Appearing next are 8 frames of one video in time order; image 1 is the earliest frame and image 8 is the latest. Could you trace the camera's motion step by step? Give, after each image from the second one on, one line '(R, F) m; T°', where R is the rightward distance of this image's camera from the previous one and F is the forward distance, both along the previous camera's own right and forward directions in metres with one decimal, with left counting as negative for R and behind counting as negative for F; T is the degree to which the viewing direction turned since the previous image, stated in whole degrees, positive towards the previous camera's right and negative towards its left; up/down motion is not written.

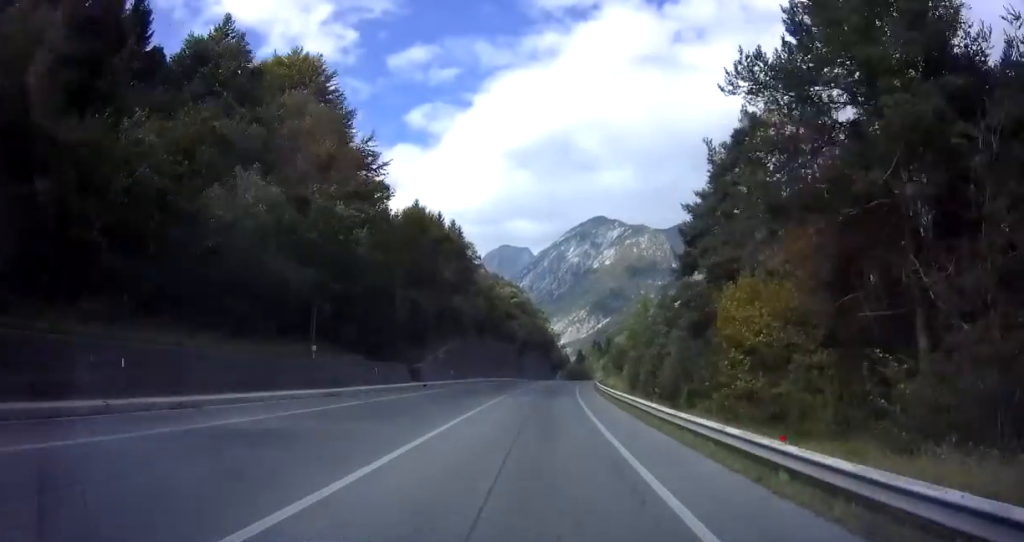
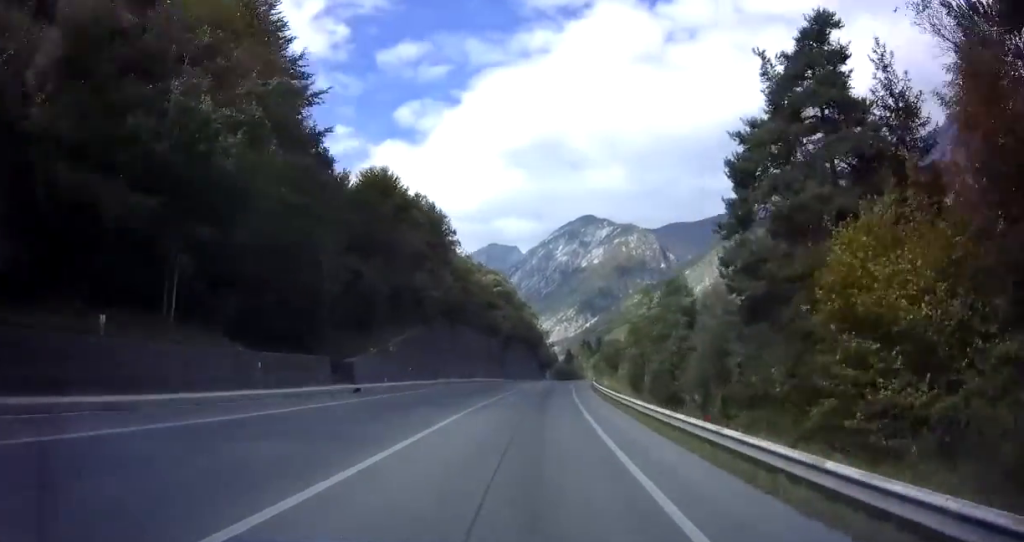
(+0.1, +11.2) m; +1°
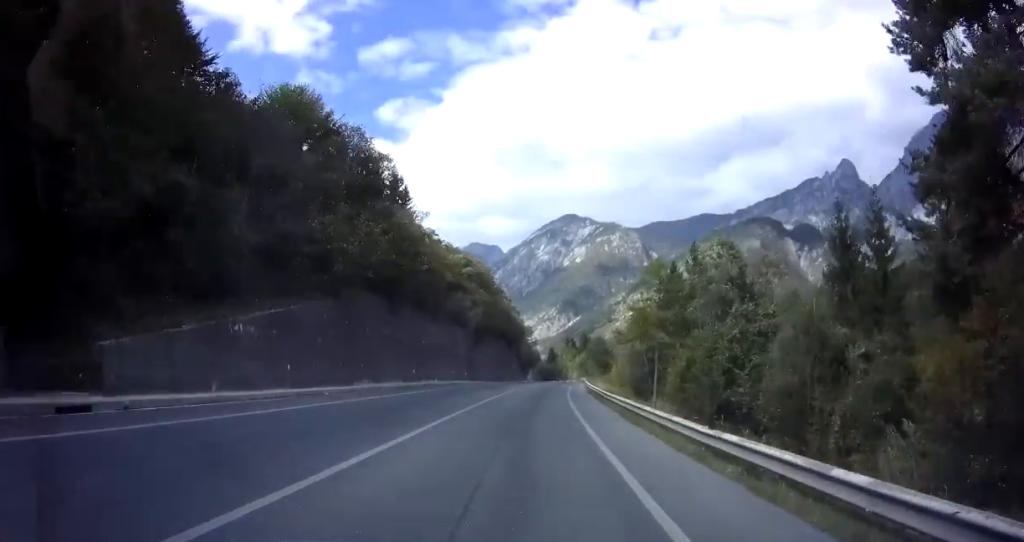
(+0.2, +16.0) m; +2°
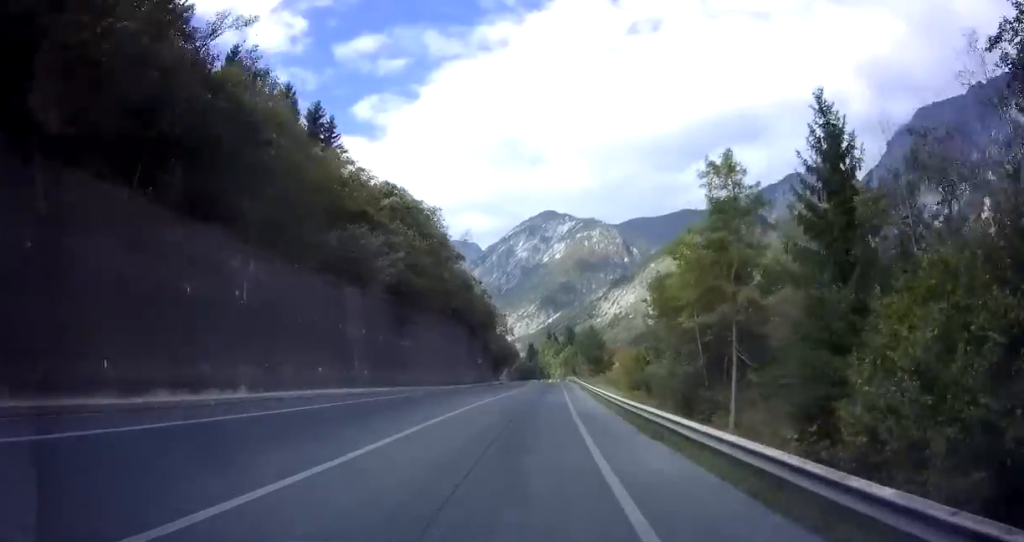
(+0.6, +26.6) m; +2°
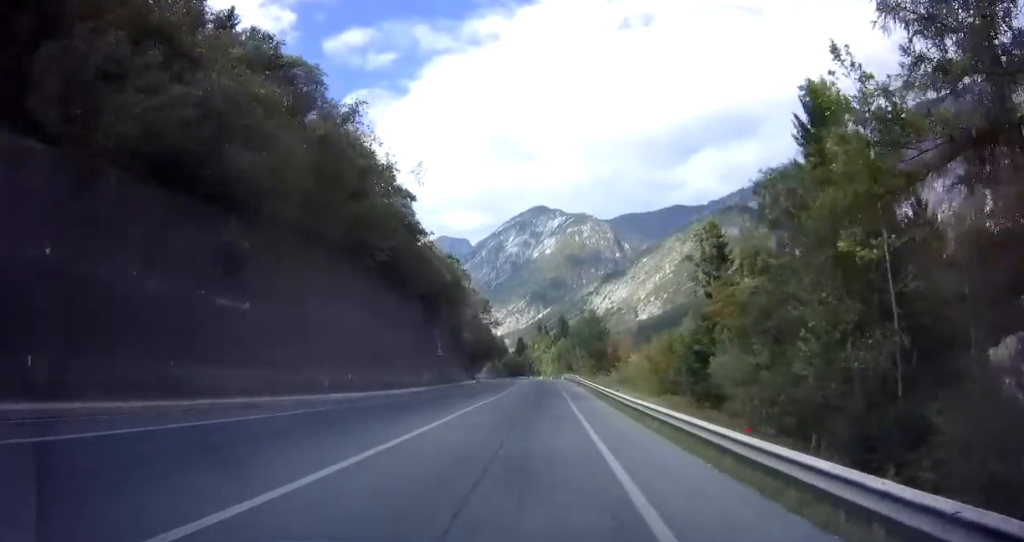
(+0.4, +20.4) m; 0°
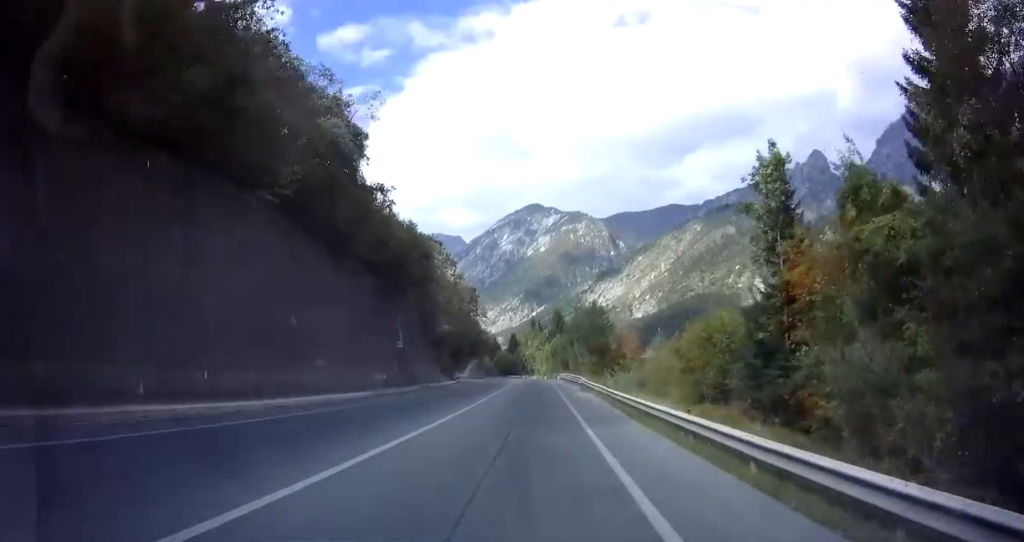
(0.0, +11.5) m; 0°
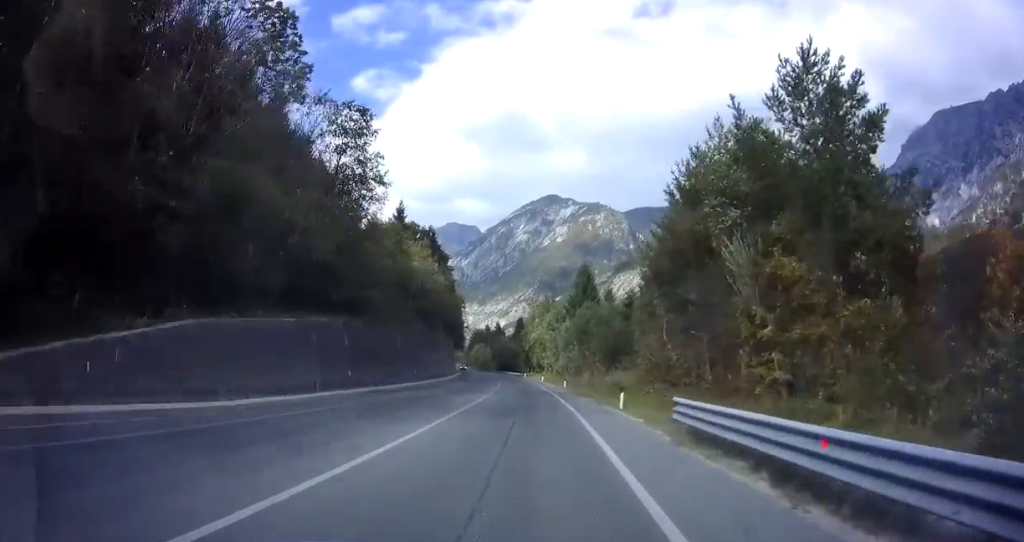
(-0.3, +64.0) m; -1°
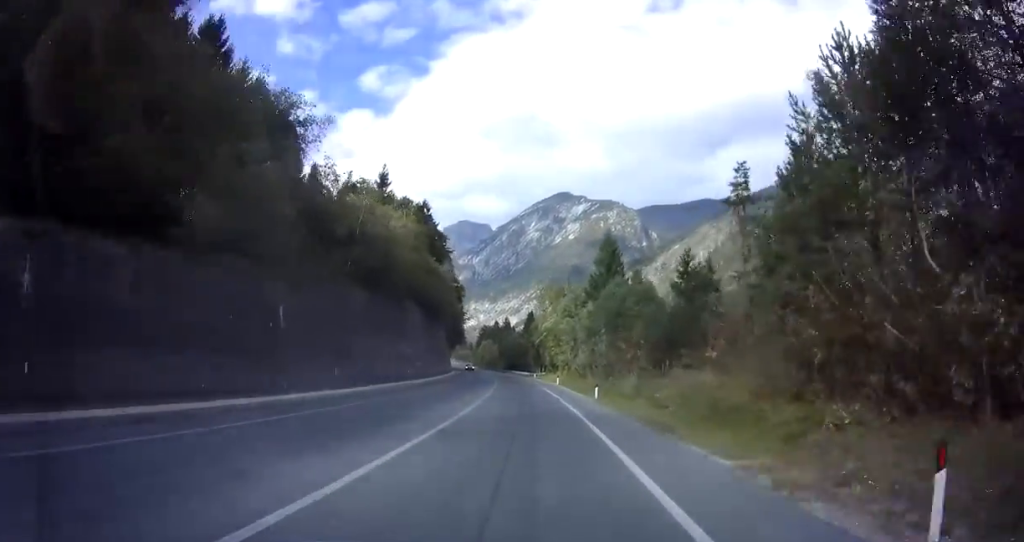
(-0.2, +18.9) m; -1°
